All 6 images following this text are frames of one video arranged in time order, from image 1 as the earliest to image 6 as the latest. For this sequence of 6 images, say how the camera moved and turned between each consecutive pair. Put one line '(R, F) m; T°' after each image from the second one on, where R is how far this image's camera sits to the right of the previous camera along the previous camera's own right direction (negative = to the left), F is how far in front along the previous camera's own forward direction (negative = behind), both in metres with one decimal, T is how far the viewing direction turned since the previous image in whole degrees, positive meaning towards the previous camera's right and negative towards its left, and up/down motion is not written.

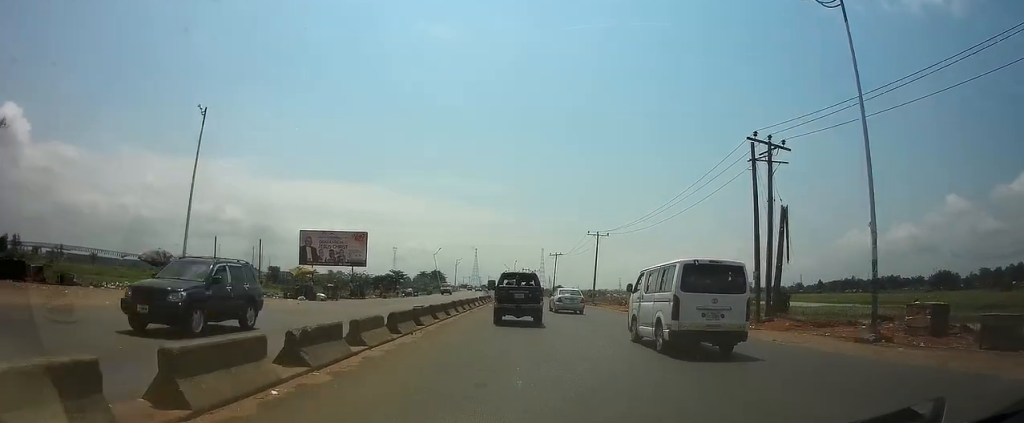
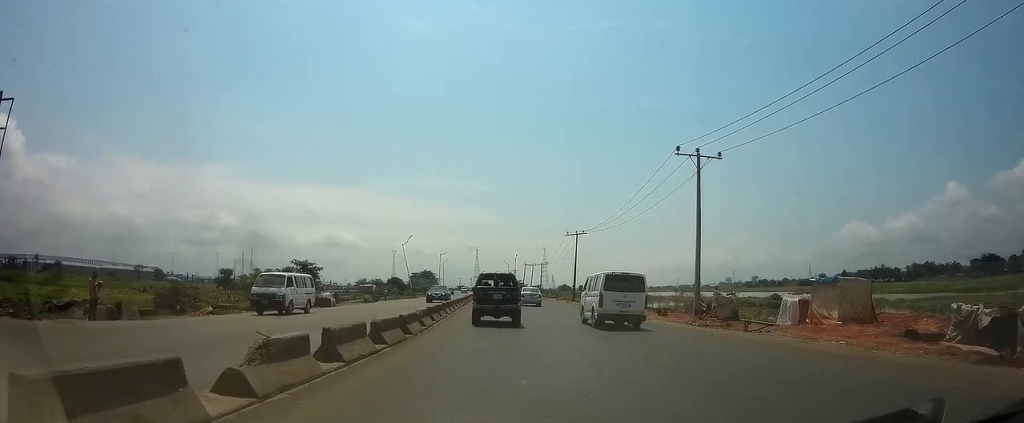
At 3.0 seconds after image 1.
(+0.4, +41.2) m; 0°
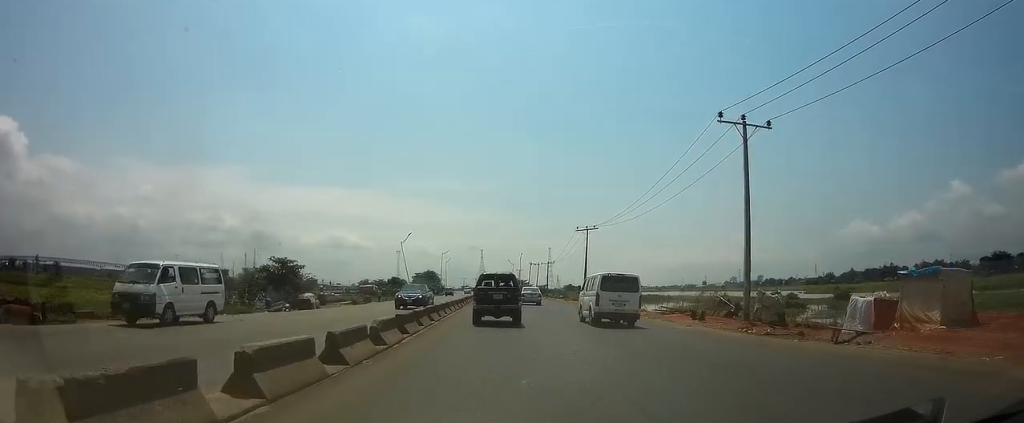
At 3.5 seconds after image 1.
(0.0, +6.1) m; 0°
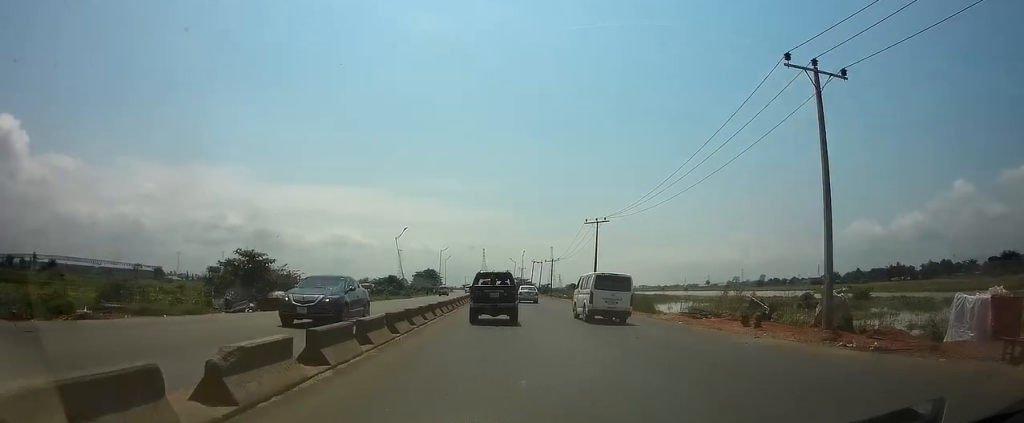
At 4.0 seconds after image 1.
(-0.1, +6.8) m; 0°
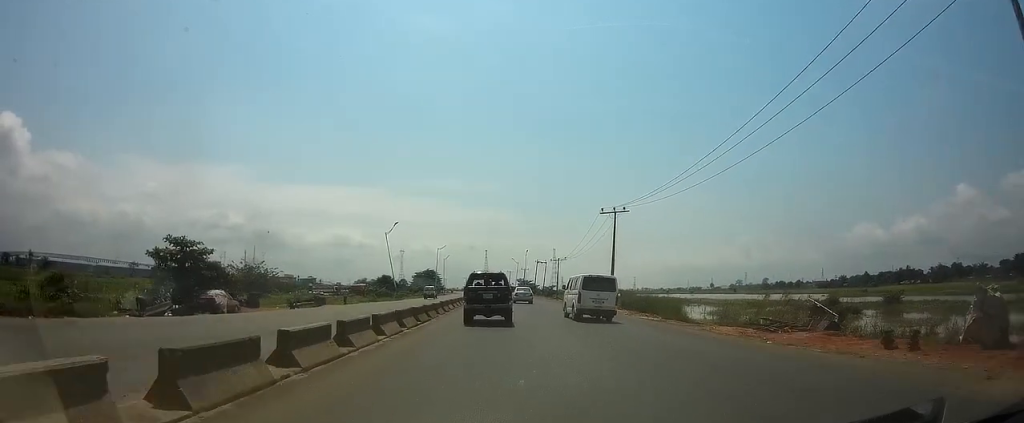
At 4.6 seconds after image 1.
(-0.1, +9.2) m; -1°
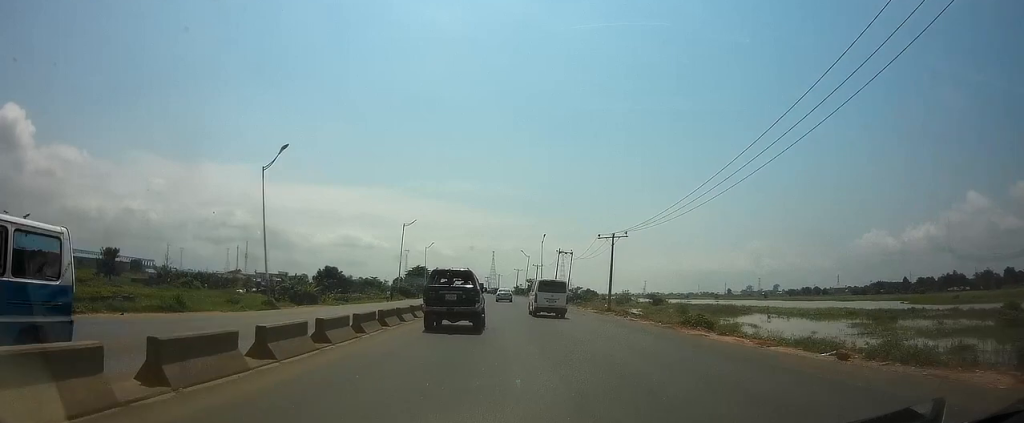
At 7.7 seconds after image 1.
(+0.1, +48.0) m; 0°
